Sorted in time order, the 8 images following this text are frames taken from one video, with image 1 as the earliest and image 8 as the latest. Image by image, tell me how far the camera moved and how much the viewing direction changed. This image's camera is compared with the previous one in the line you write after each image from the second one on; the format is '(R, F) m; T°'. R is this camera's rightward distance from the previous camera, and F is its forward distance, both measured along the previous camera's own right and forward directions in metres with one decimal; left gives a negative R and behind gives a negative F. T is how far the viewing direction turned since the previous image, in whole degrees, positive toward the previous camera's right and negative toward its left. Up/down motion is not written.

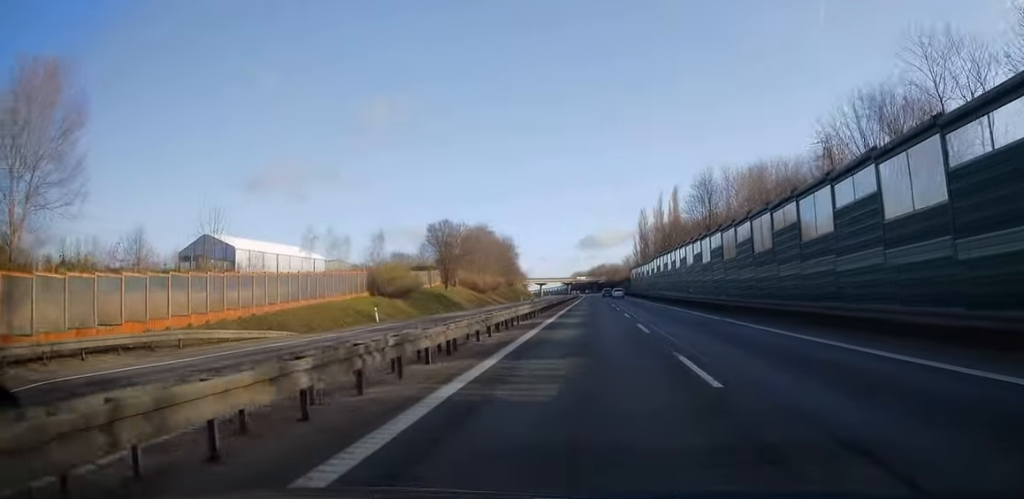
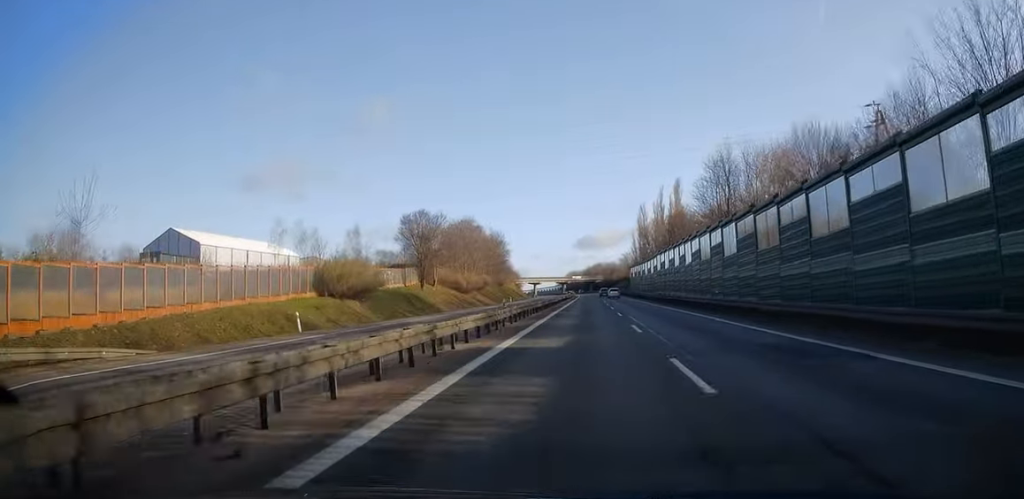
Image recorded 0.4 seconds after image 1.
(0.0, +12.6) m; 0°
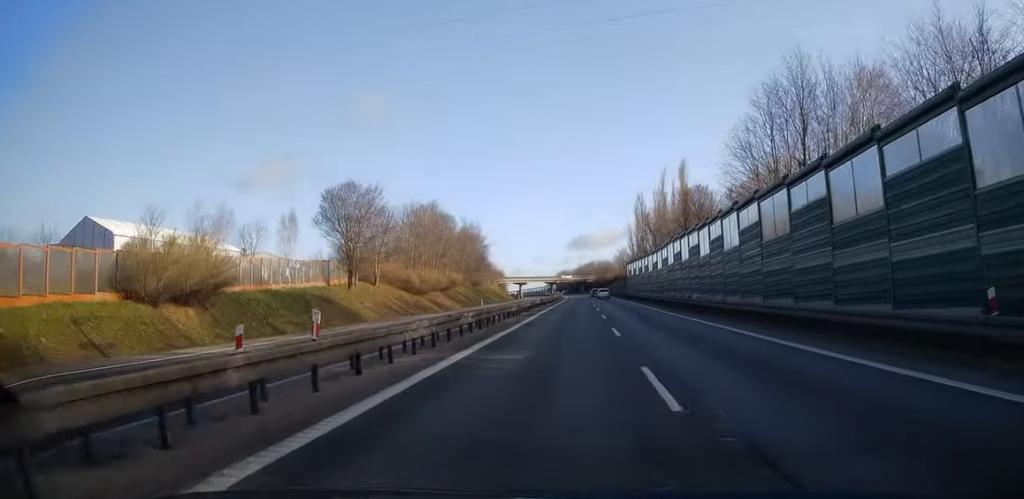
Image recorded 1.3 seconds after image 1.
(+0.1, +25.2) m; +1°
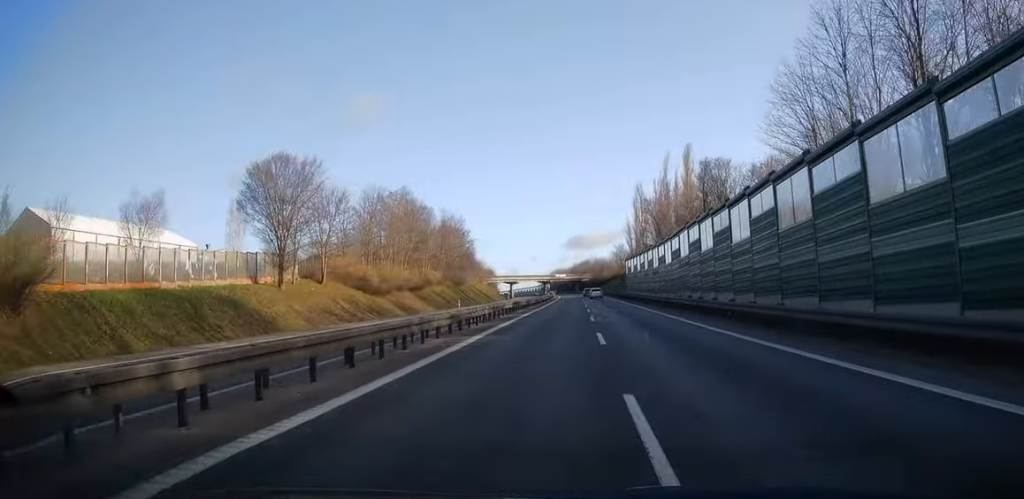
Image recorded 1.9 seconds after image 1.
(0.0, +15.0) m; 0°
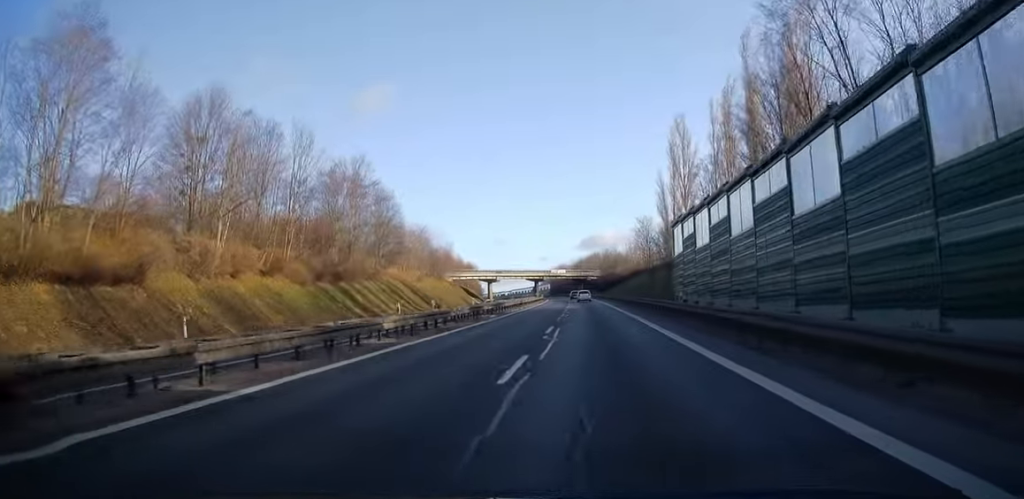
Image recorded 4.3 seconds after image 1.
(-0.2, +67.0) m; -1°
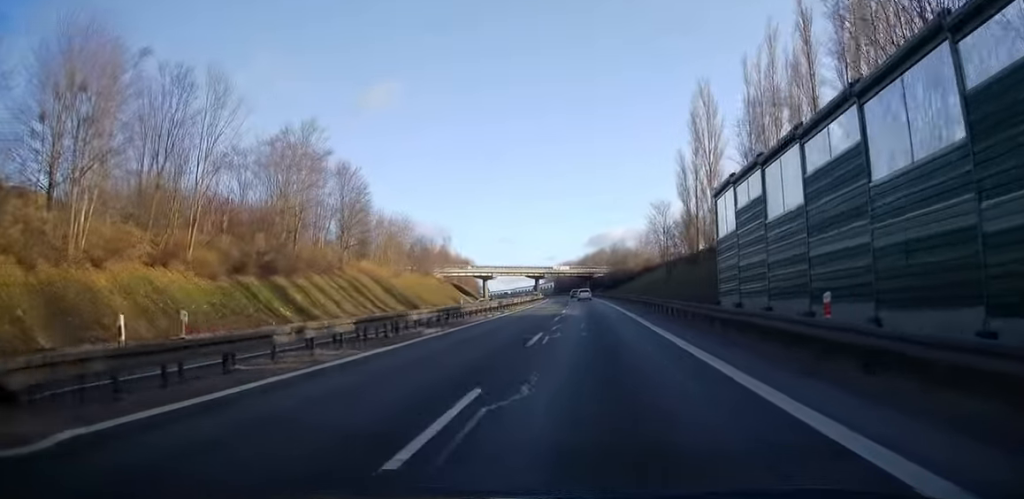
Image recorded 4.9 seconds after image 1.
(0.0, +16.8) m; 0°
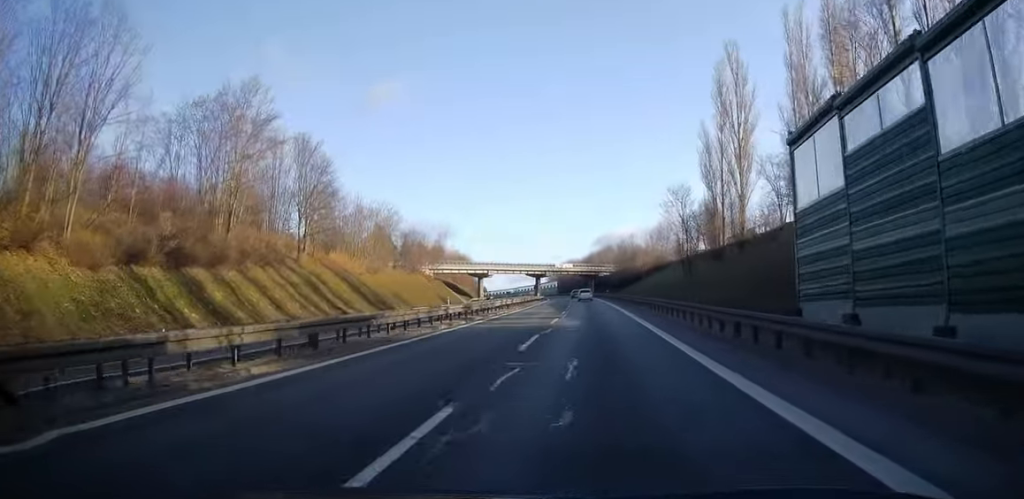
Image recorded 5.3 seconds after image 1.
(0.0, +13.5) m; -1°
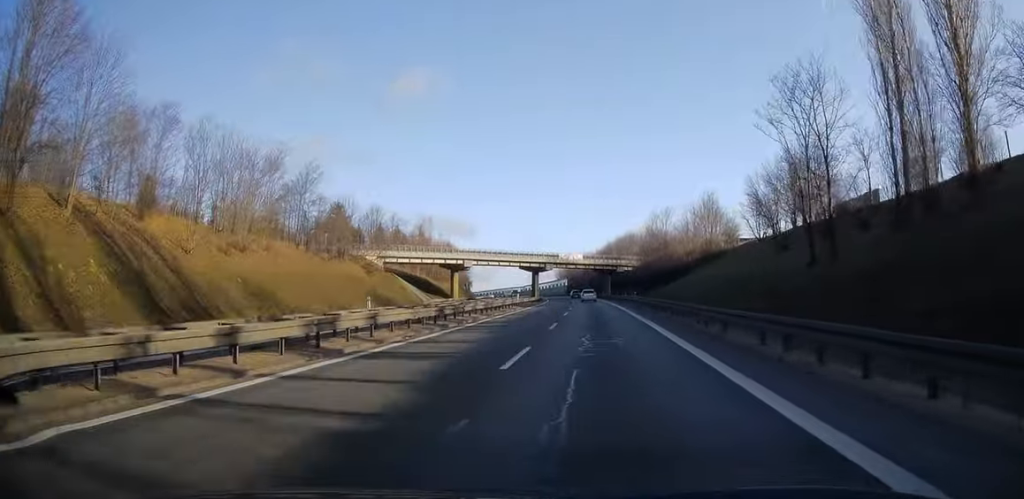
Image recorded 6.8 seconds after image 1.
(-0.6, +40.0) m; -1°
